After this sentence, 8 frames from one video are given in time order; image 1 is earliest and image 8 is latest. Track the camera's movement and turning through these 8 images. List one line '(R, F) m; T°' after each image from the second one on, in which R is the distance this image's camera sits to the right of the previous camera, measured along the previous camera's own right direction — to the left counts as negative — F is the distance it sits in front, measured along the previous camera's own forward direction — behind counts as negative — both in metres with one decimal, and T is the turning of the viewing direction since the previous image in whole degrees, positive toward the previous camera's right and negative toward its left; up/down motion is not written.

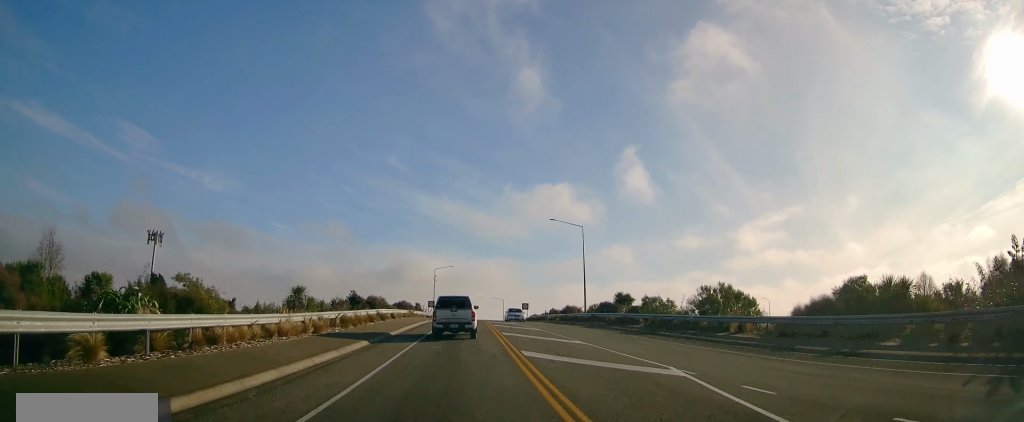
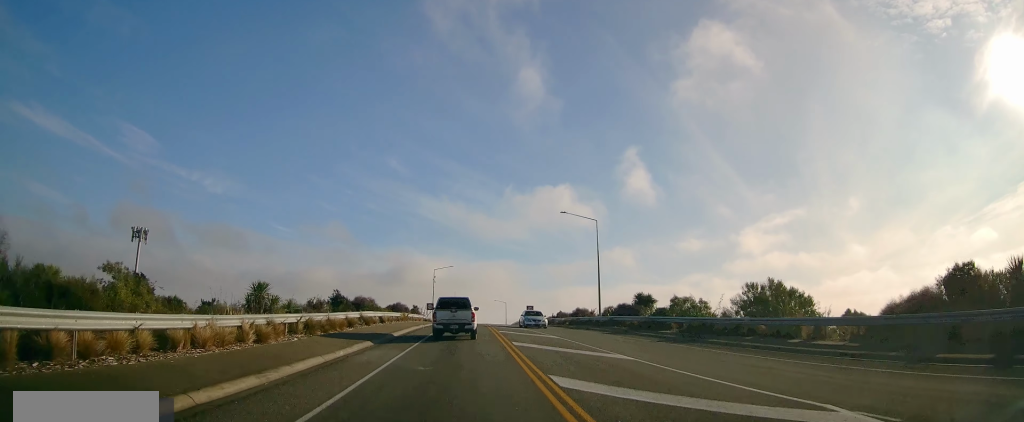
(+0.5, +6.3) m; 0°
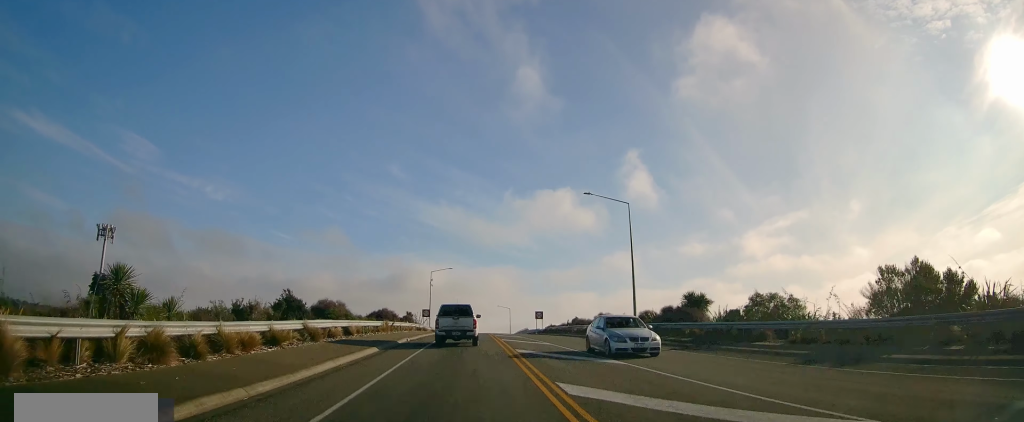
(-0.7, +11.6) m; -3°
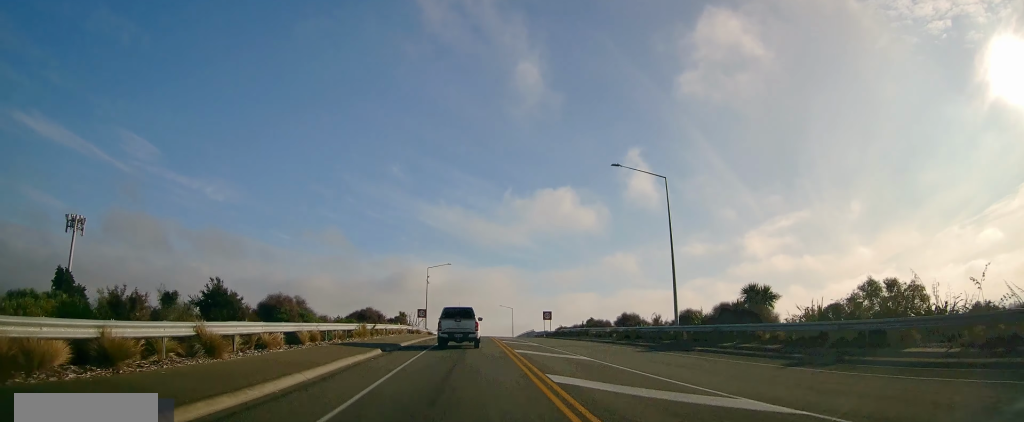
(-0.1, +9.0) m; -1°
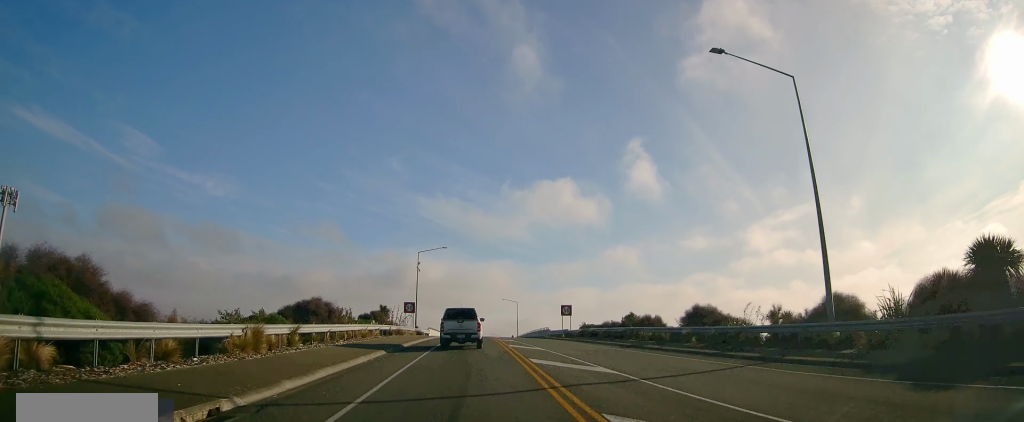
(0.0, +16.2) m; +2°
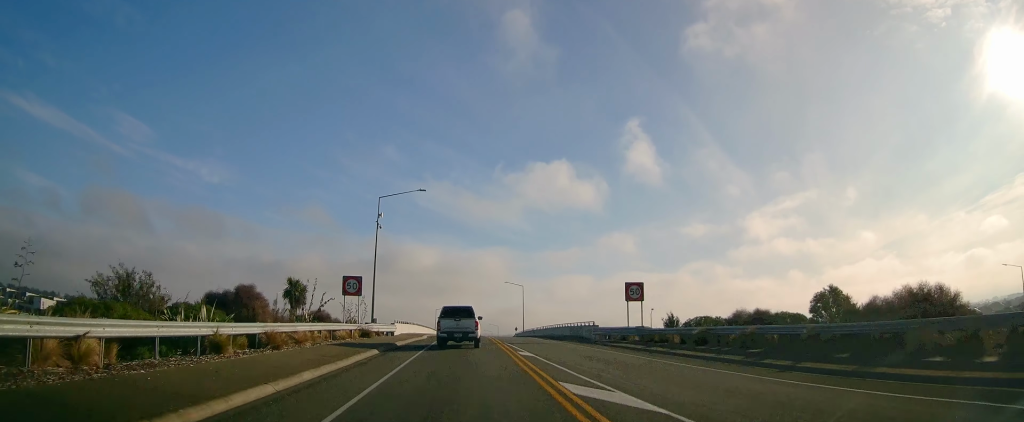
(+1.3, +28.1) m; +1°
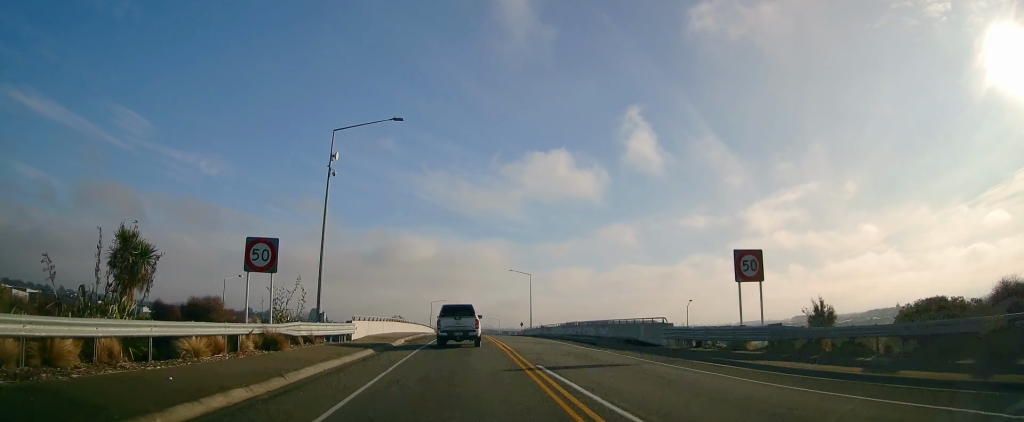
(-0.6, +15.4) m; 0°
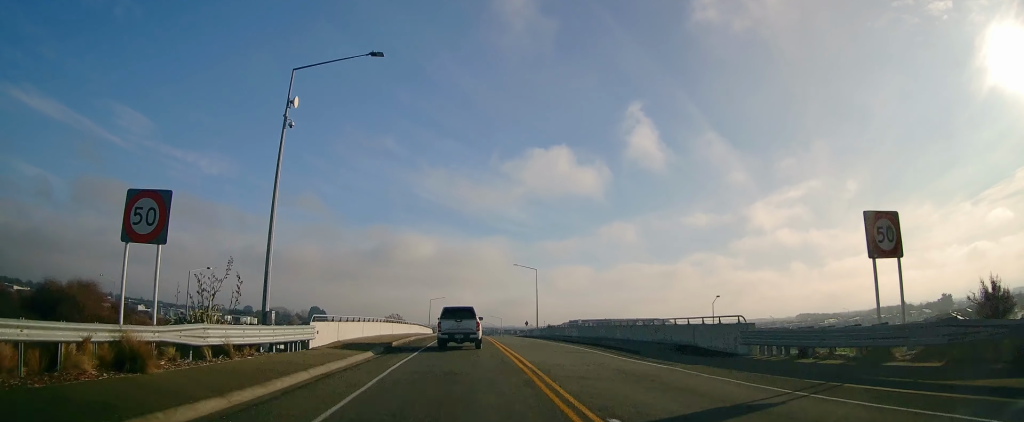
(-0.2, +7.7) m; +2°
